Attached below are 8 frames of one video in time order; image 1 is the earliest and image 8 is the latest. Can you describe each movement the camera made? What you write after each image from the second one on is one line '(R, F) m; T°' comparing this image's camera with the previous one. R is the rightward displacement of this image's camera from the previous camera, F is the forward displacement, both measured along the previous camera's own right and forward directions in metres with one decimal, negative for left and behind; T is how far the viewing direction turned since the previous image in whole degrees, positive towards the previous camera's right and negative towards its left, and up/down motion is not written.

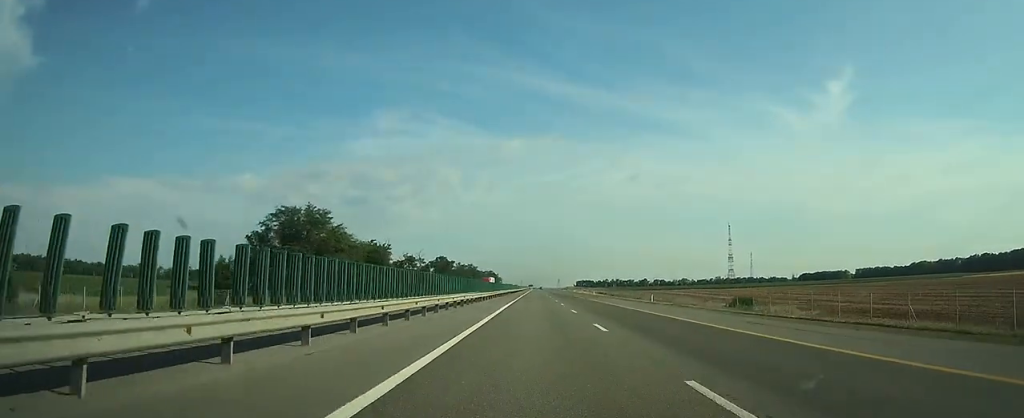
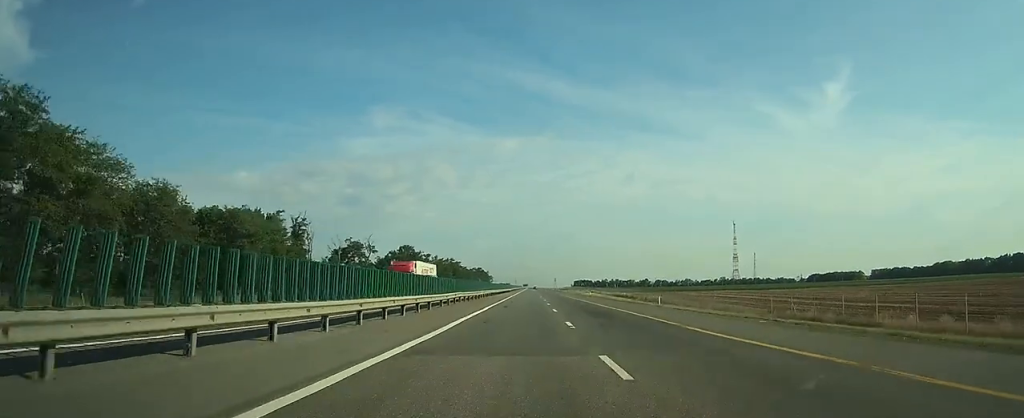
(+0.3, +57.3) m; +1°
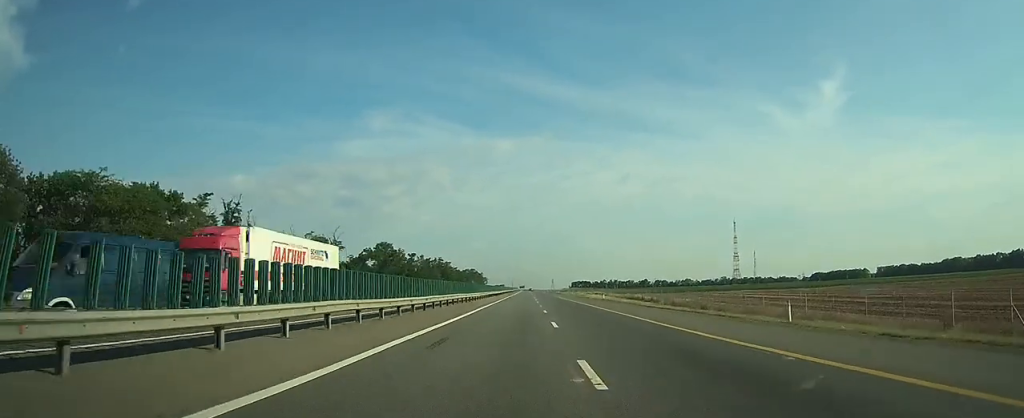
(0.0, +23.2) m; 0°
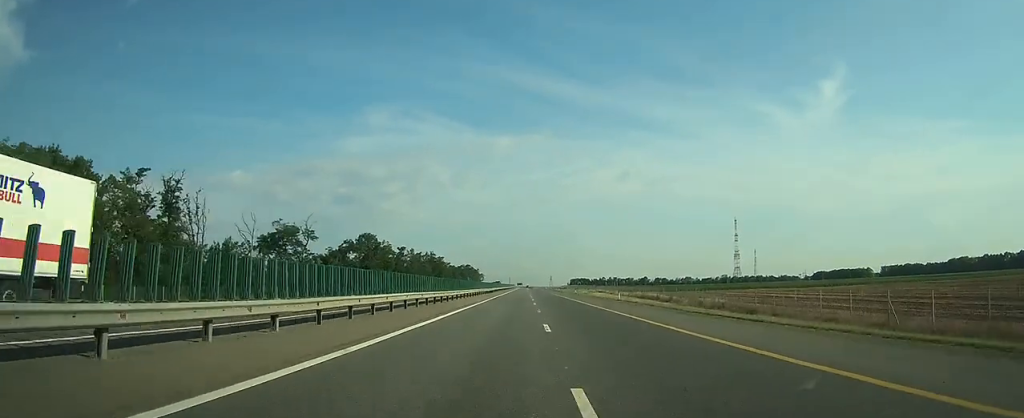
(0.0, +14.8) m; 0°
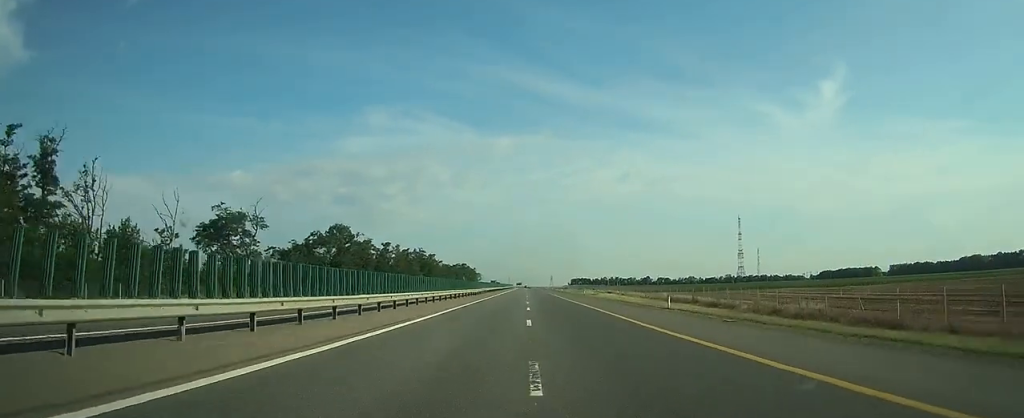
(0.0, +21.1) m; 0°
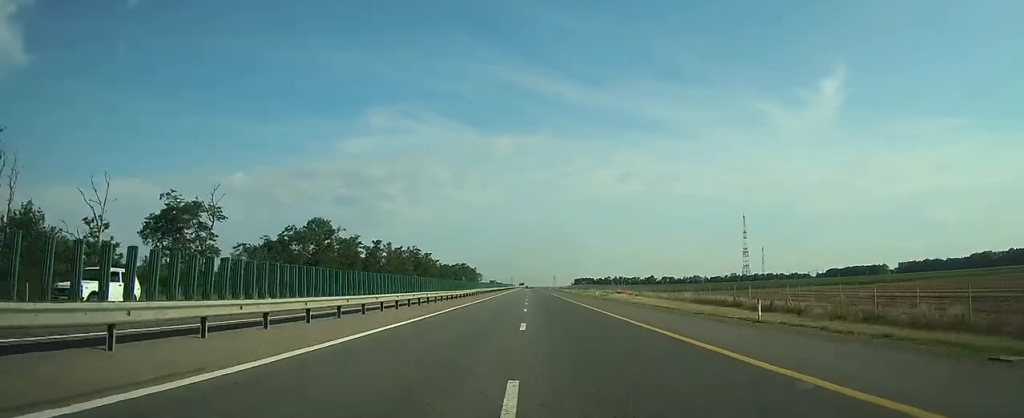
(0.0, +13.7) m; 0°
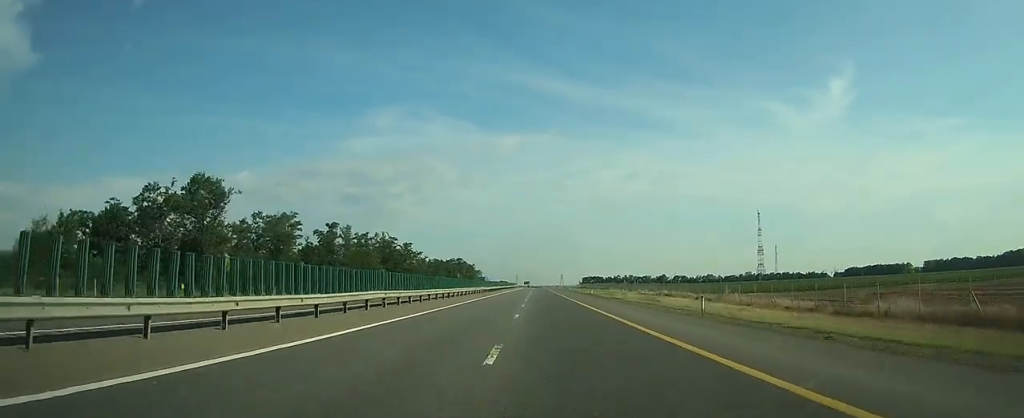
(+0.1, +43.4) m; 0°
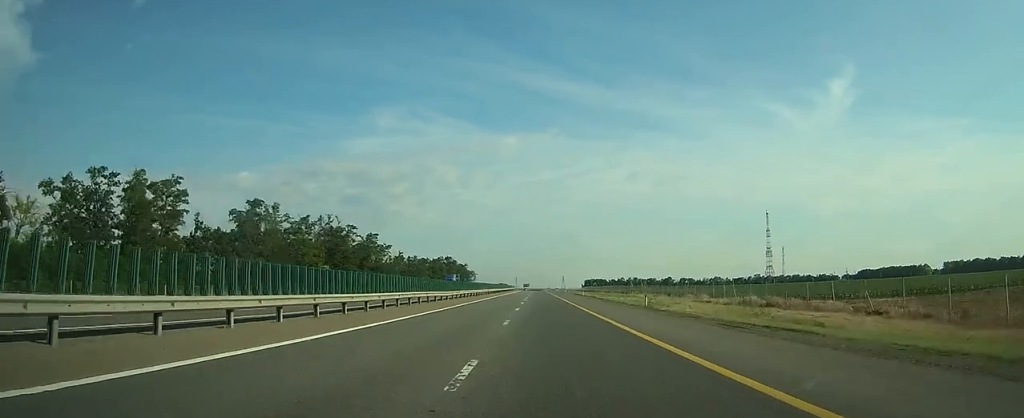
(0.0, +38.2) m; 0°
